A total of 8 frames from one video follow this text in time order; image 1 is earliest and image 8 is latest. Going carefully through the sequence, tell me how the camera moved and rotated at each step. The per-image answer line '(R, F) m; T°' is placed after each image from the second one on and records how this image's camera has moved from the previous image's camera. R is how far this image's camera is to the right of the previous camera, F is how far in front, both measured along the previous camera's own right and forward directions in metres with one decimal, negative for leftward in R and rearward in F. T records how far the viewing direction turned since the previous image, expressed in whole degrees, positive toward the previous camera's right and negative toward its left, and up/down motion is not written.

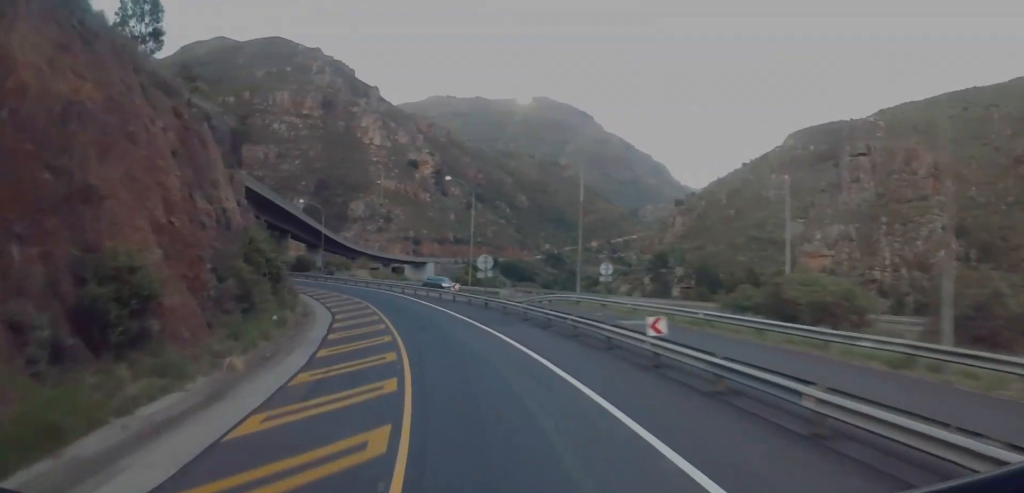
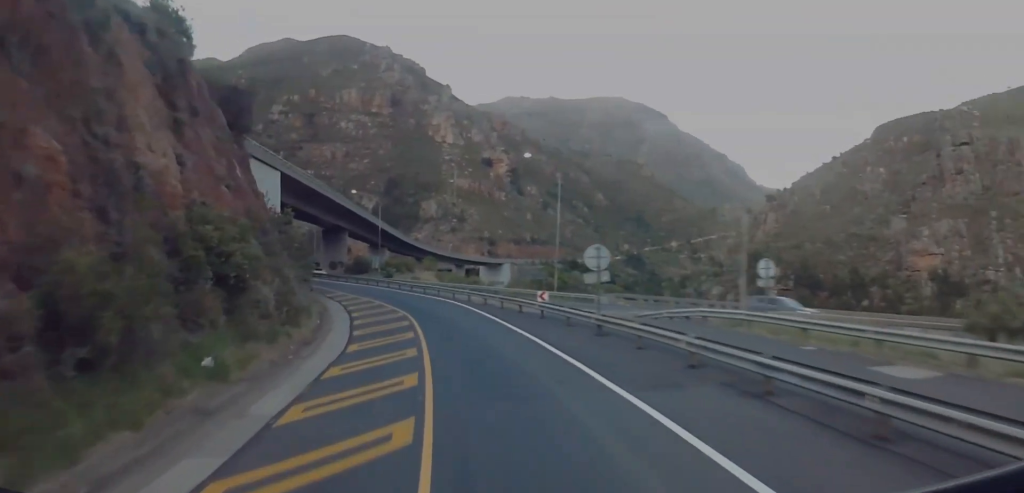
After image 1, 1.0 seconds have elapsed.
(-0.6, +15.0) m; -8°
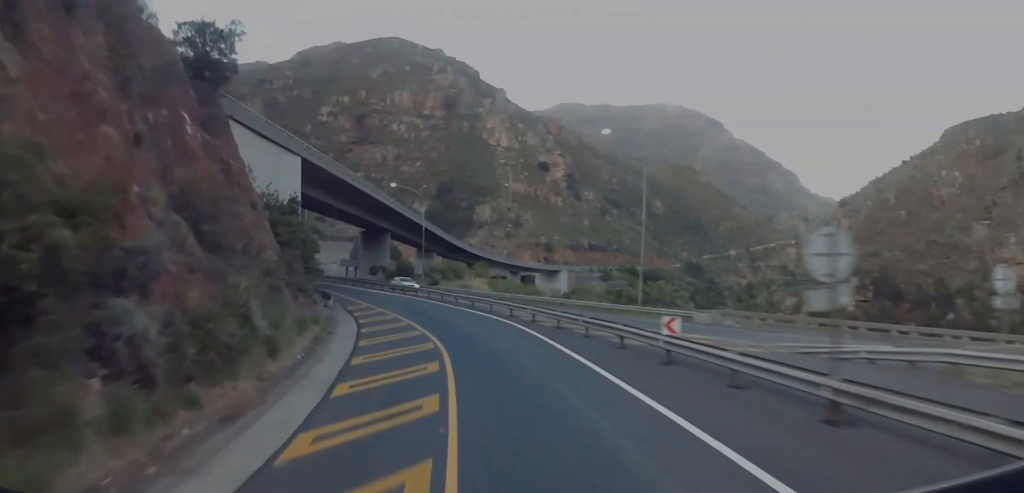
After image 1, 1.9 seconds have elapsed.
(-1.1, +12.8) m; -5°
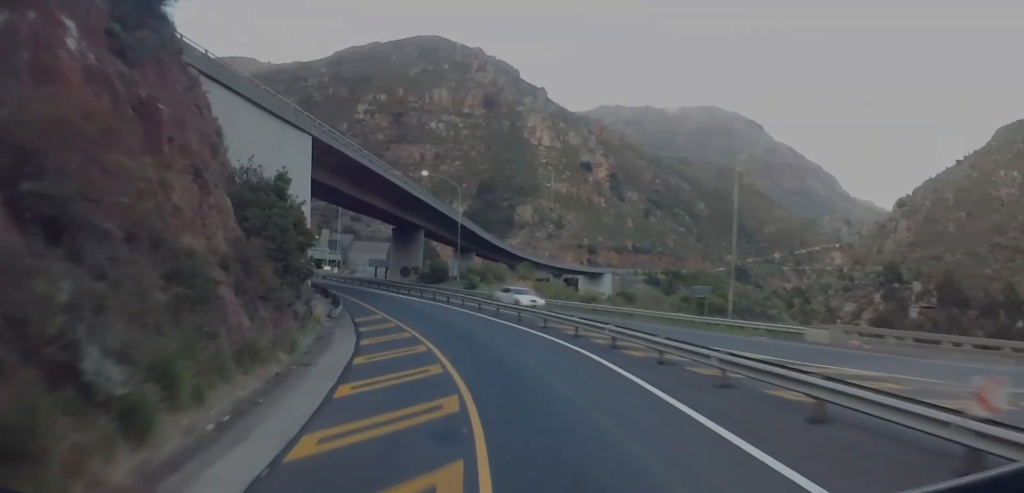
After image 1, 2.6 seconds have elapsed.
(0.0, +10.0) m; 0°
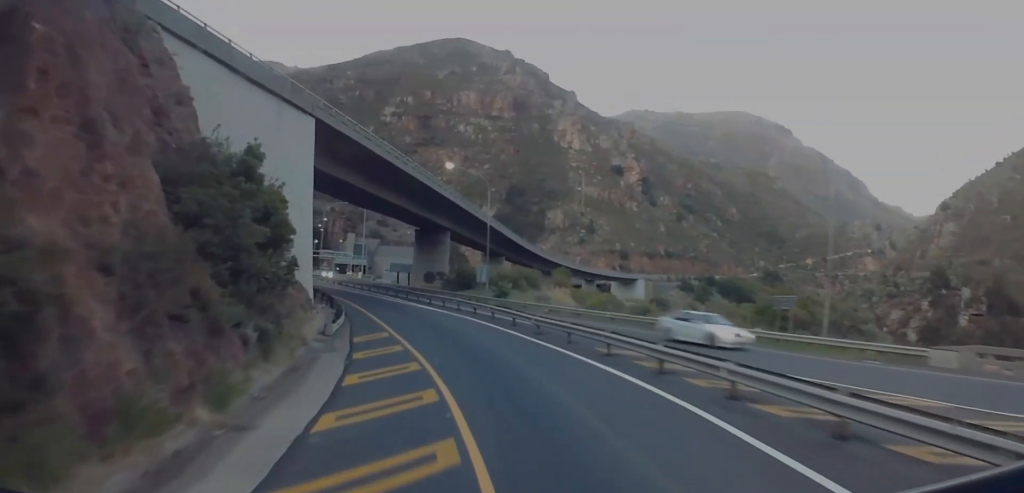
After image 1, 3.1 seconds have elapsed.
(0.0, +8.1) m; -2°
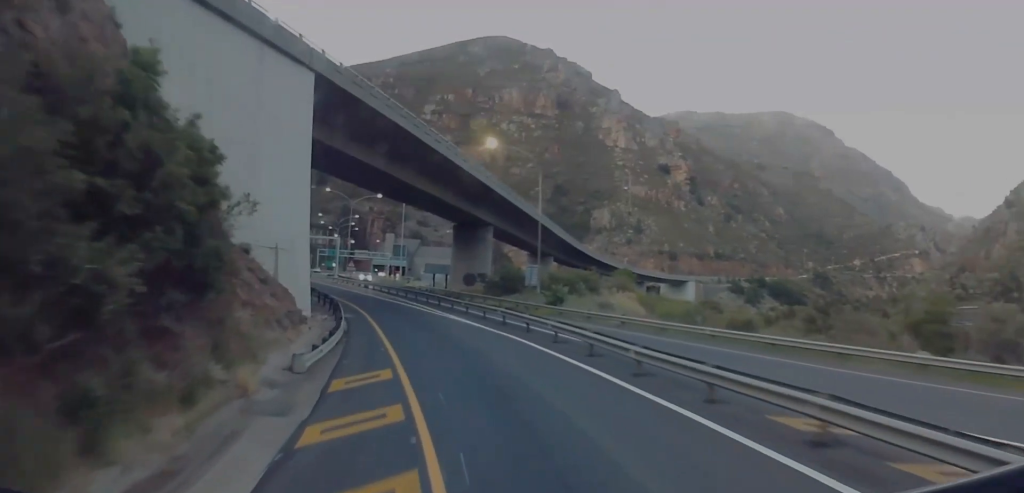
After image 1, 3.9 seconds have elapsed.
(0.0, +10.8) m; -5°
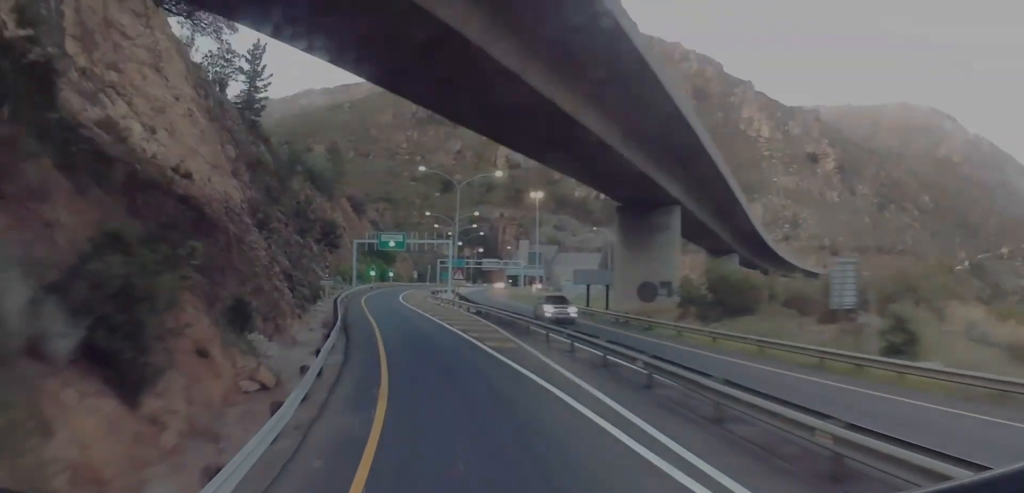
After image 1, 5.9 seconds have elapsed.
(-4.9, +29.3) m; -14°
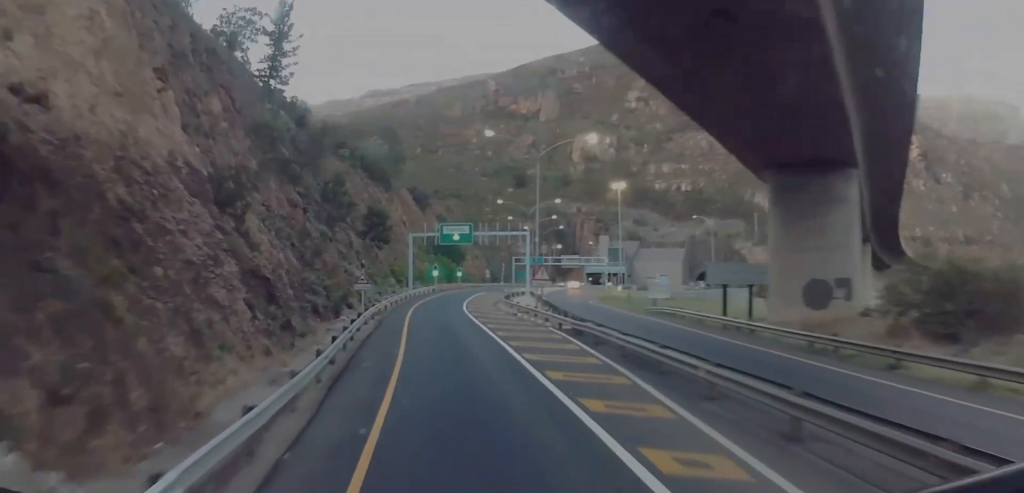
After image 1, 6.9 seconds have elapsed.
(-0.1, +16.4) m; -2°
